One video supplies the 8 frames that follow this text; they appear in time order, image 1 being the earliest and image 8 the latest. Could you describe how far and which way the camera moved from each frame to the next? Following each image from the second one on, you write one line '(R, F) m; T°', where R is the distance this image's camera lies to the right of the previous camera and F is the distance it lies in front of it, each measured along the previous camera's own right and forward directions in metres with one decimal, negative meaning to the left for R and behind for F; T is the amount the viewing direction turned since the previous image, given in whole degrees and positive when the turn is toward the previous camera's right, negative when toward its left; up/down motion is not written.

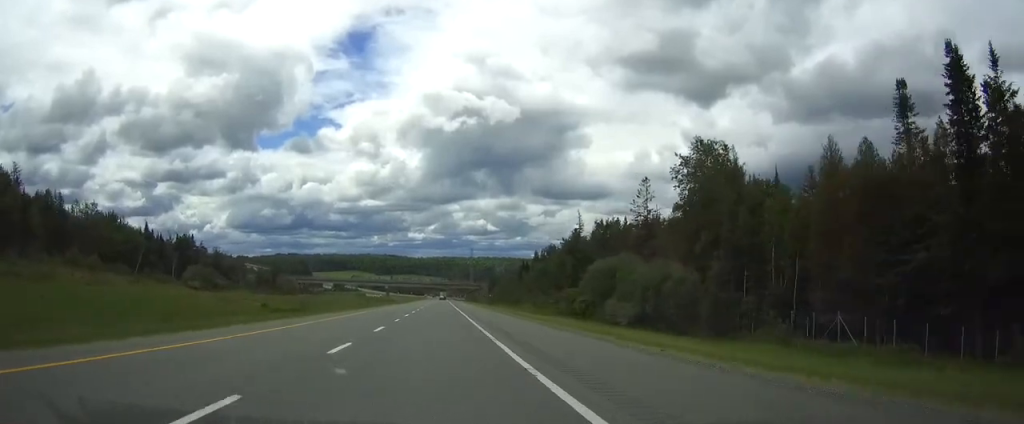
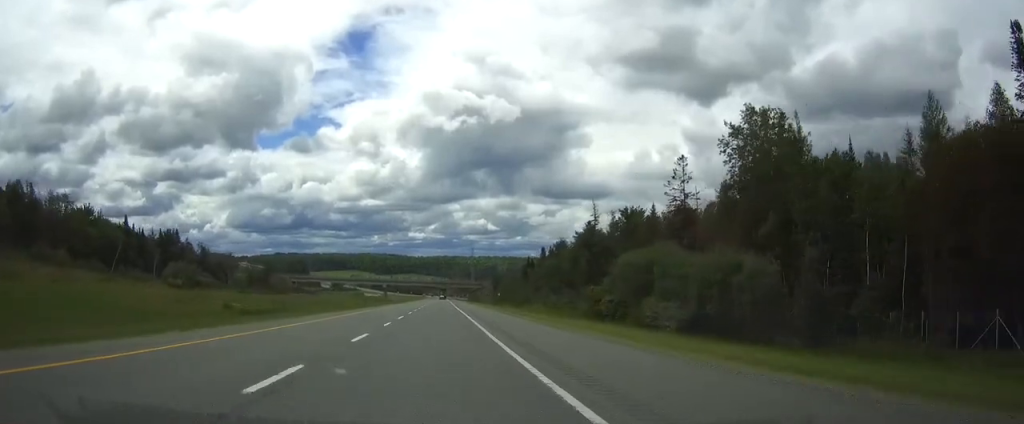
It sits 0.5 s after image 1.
(0.0, +14.8) m; 0°
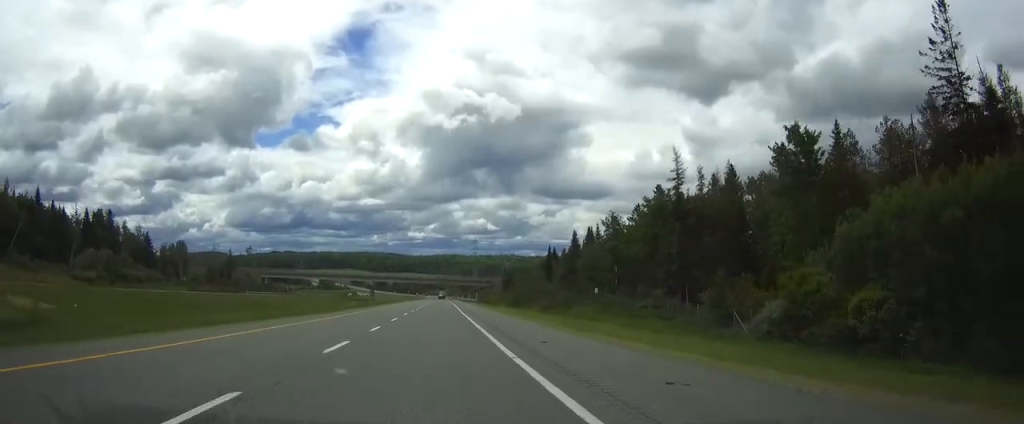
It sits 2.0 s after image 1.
(-0.1, +48.7) m; 0°
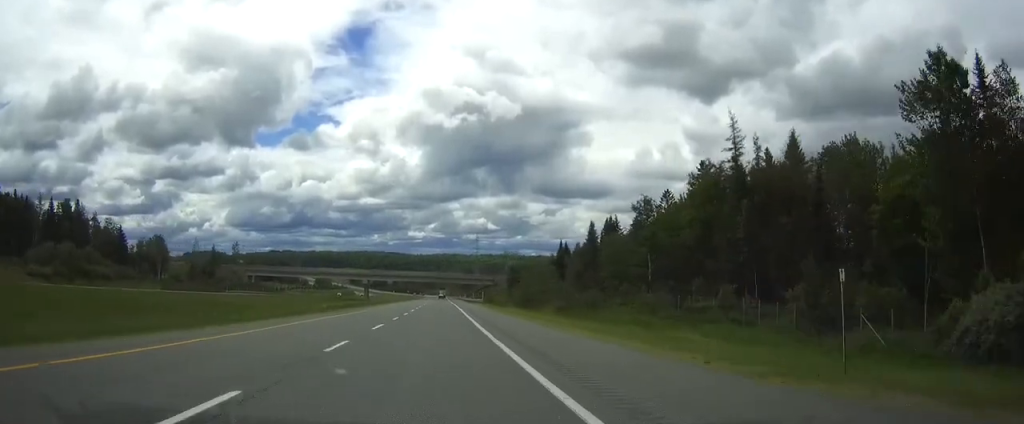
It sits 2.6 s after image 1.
(-0.1, +17.9) m; 0°
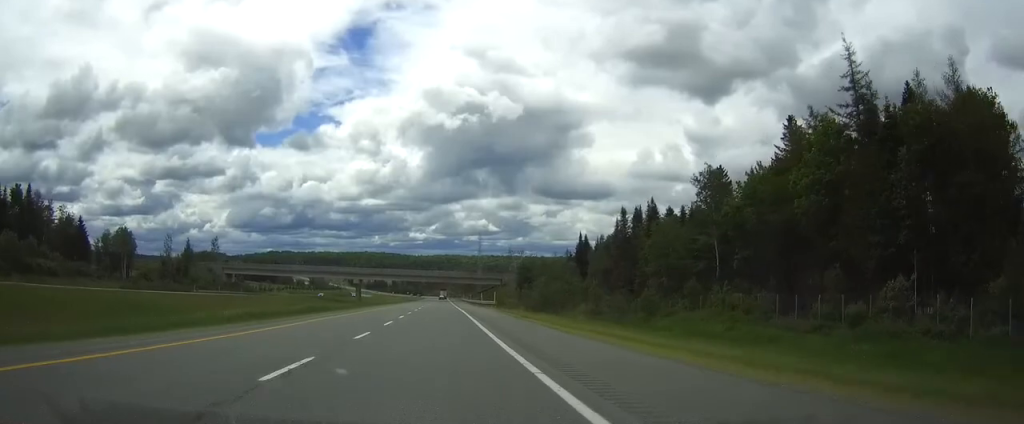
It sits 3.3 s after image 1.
(0.0, +23.2) m; 0°
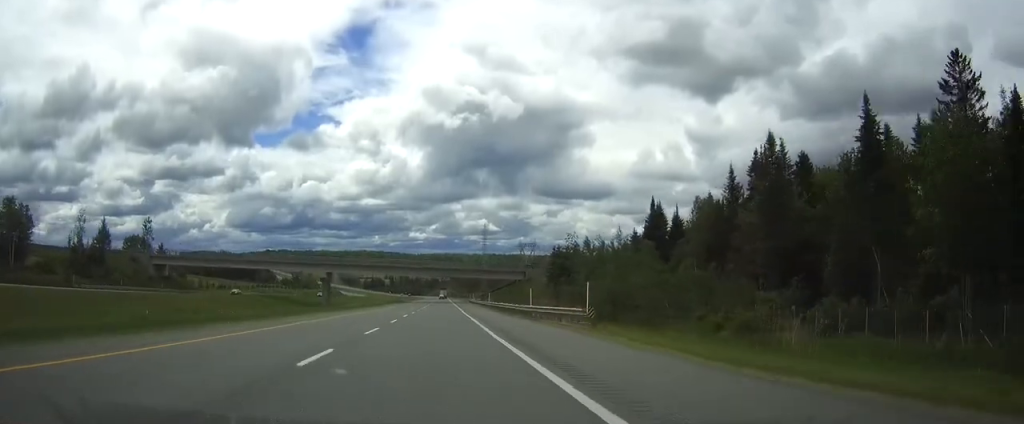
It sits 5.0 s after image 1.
(0.0, +52.3) m; 0°
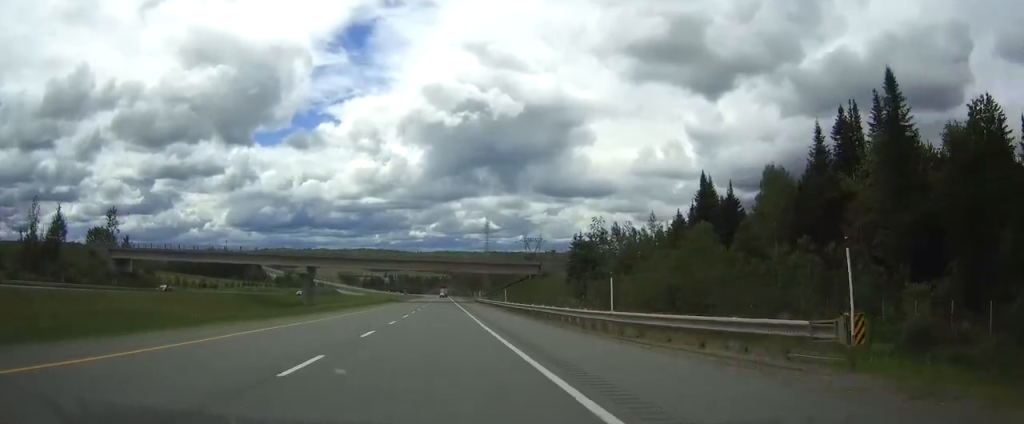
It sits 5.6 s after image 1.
(0.0, +19.8) m; 0°
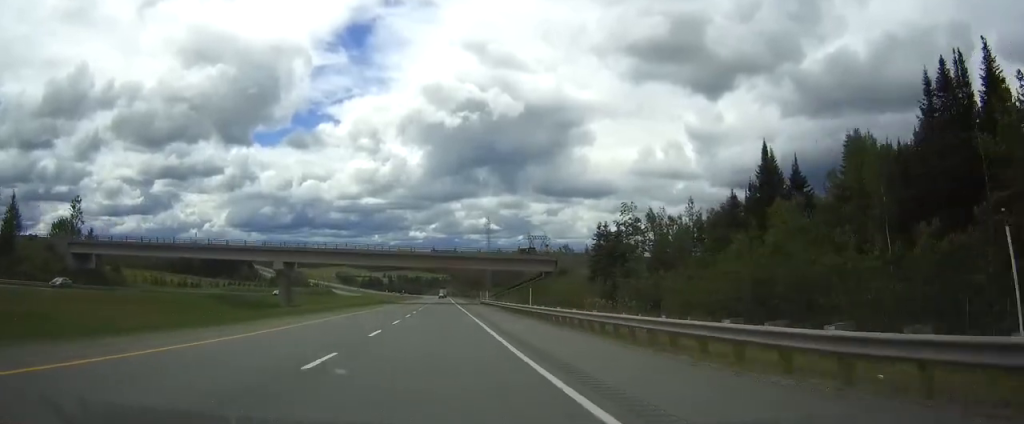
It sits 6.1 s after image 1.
(0.0, +16.6) m; 0°
